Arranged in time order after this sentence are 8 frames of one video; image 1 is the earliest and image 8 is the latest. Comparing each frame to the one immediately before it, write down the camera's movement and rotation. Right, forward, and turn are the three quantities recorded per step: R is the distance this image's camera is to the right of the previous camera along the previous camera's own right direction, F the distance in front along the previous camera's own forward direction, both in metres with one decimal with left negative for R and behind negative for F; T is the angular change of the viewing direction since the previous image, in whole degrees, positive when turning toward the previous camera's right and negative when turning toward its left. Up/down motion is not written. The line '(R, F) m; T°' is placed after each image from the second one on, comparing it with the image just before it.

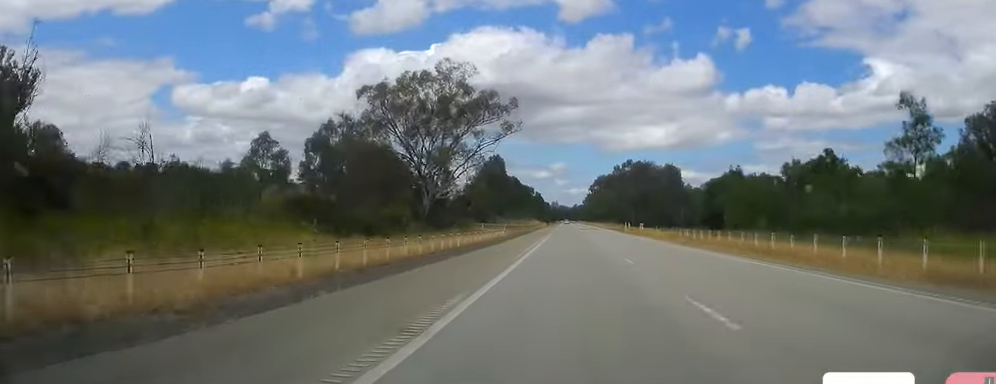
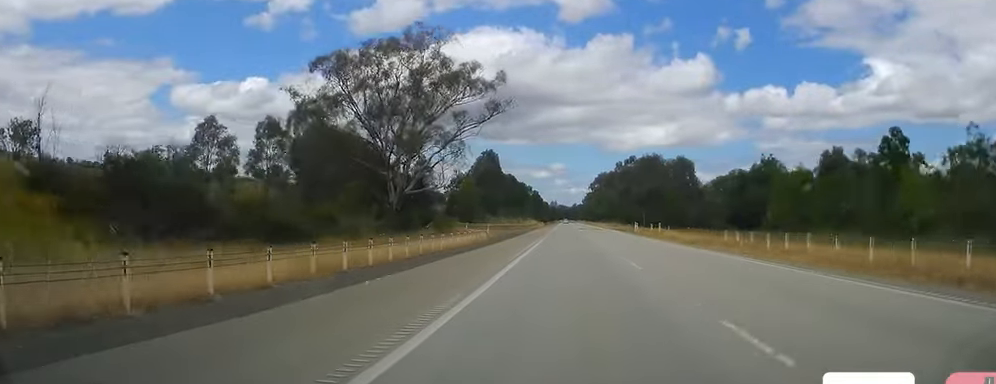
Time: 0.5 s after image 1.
(+0.1, +14.2) m; 0°
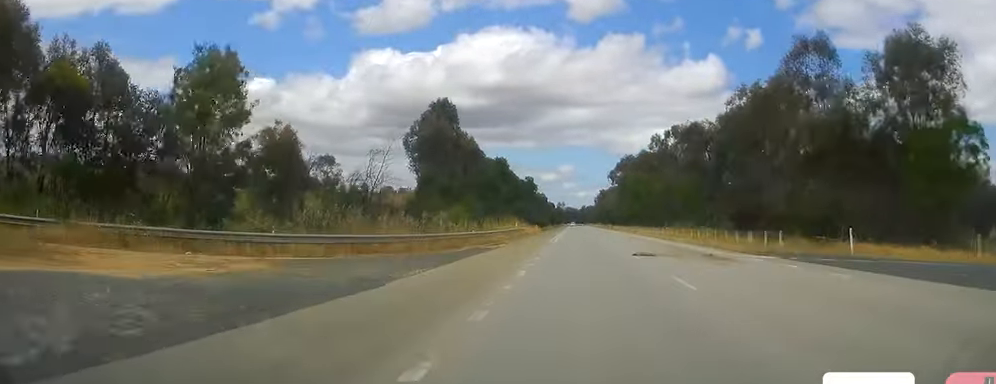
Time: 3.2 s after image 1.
(-0.2, +75.8) m; +1°
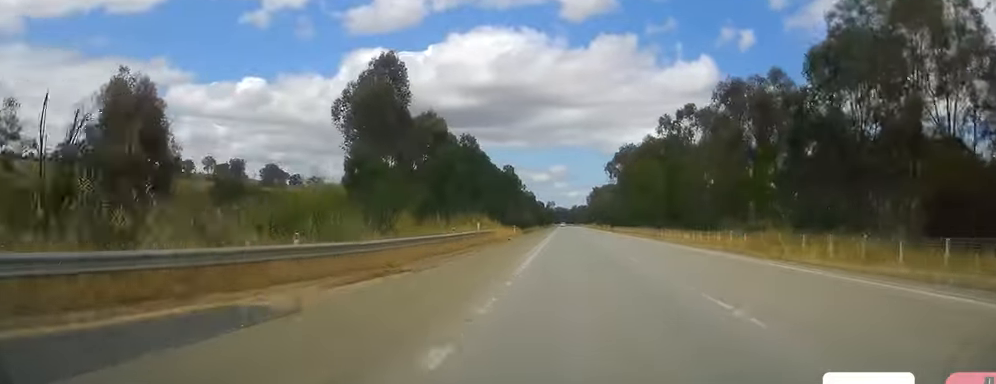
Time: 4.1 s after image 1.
(+0.1, +27.5) m; 0°
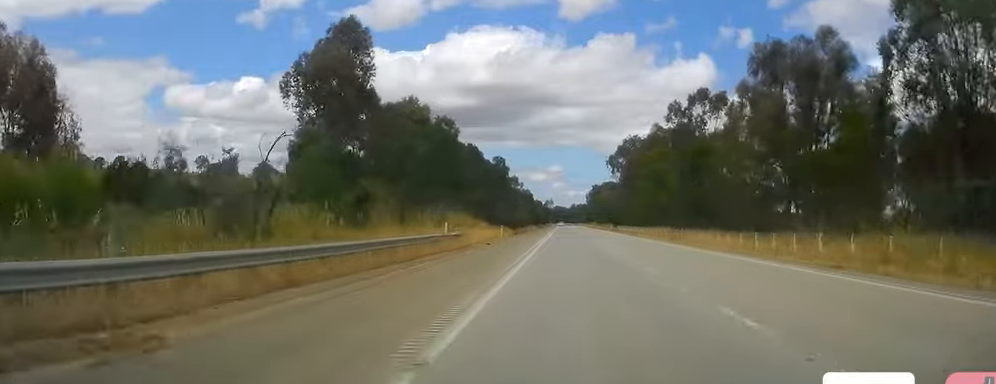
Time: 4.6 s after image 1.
(-0.1, +13.3) m; 0°
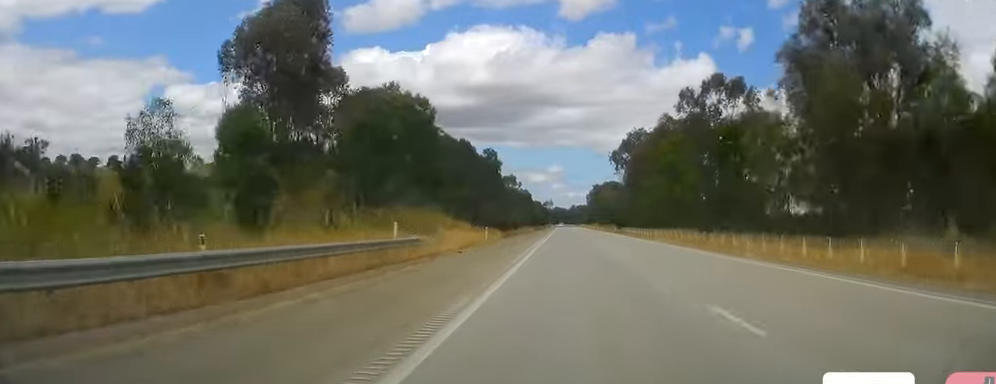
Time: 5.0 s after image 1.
(+0.1, +11.4) m; 0°
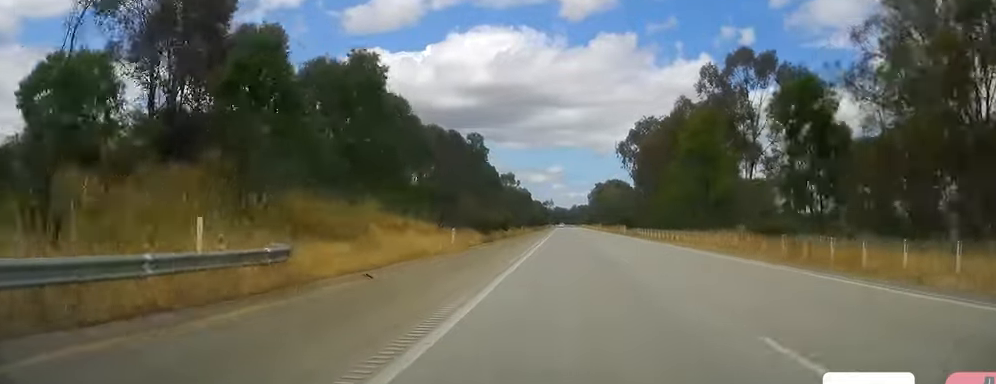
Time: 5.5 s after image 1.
(+0.1, +15.3) m; 0°
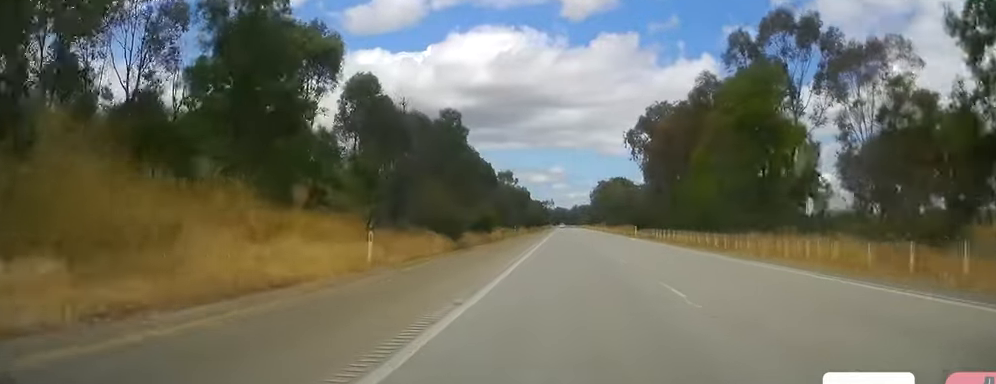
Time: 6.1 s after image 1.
(-0.1, +15.2) m; 0°
